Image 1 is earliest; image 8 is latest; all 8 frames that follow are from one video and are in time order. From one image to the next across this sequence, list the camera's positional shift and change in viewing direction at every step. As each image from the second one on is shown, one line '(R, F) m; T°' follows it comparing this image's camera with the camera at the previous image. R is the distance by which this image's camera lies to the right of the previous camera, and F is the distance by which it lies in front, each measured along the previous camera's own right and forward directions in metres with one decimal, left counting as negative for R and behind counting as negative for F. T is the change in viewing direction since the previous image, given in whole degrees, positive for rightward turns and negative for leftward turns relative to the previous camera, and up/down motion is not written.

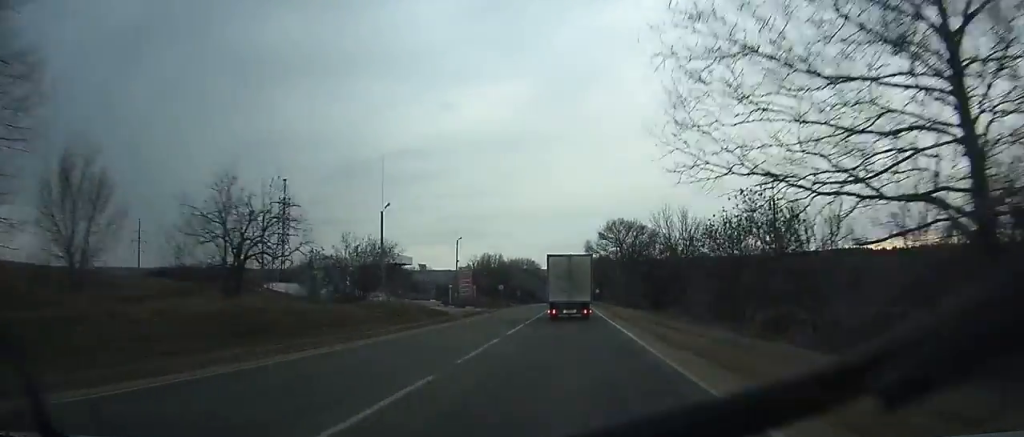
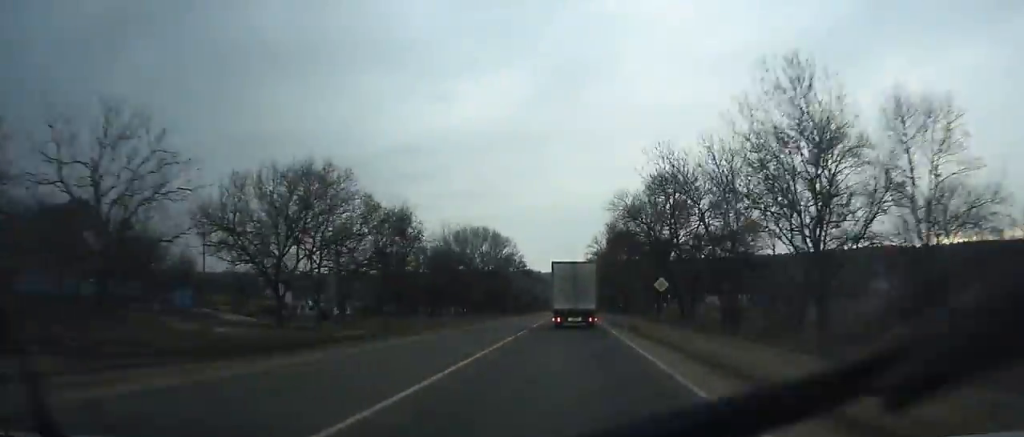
(0.0, +94.4) m; 0°
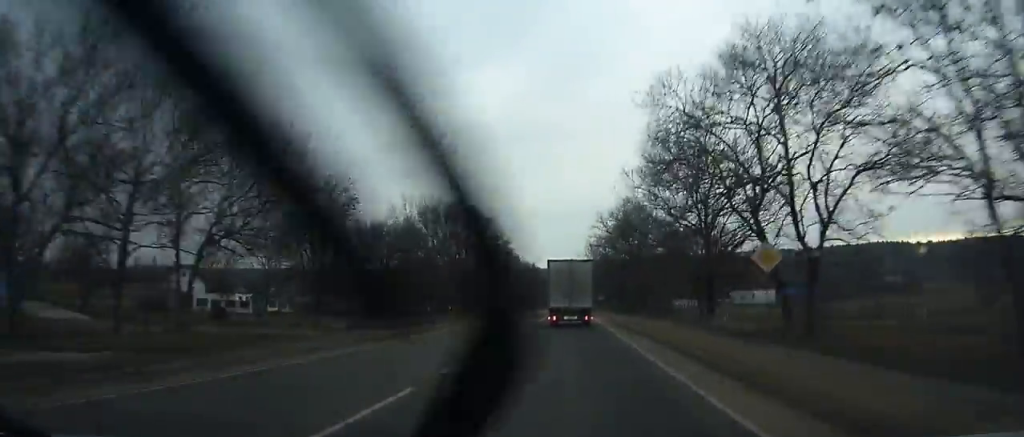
(0.0, +19.8) m; 0°
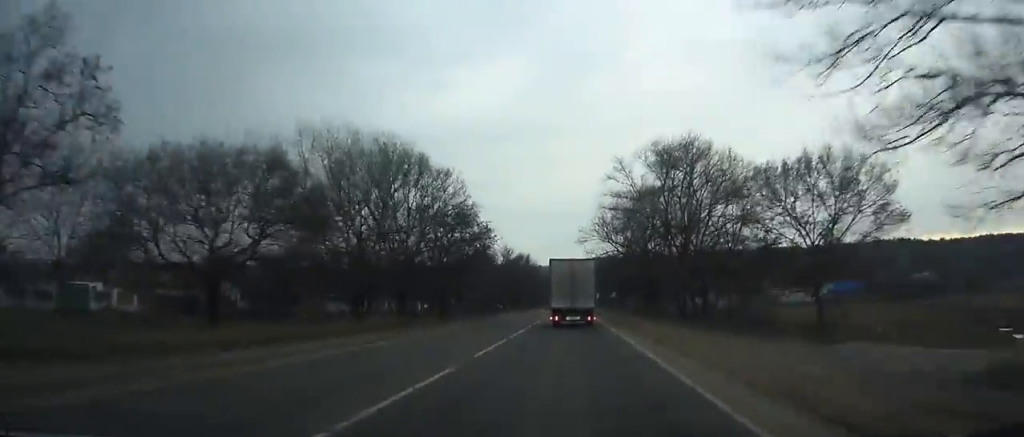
(-0.1, +27.1) m; 0°
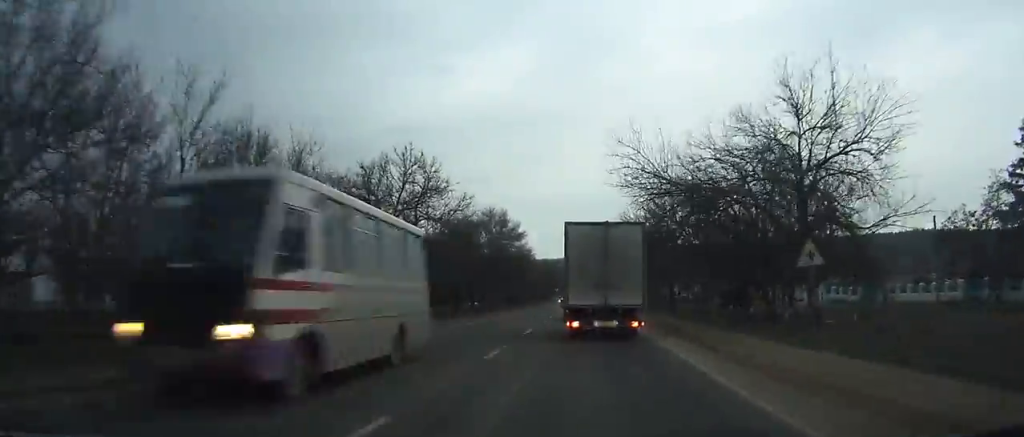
(-0.2, +57.9) m; -1°
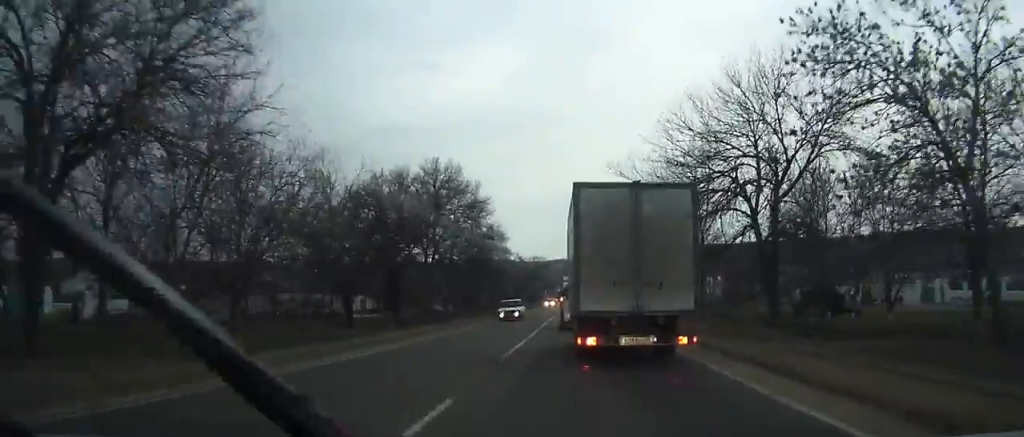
(-0.2, +30.2) m; 0°
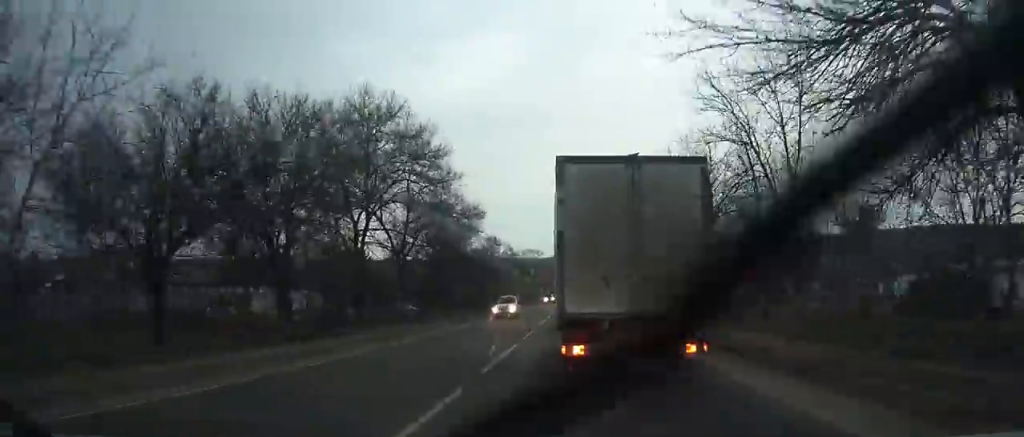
(0.0, +18.5) m; 0°
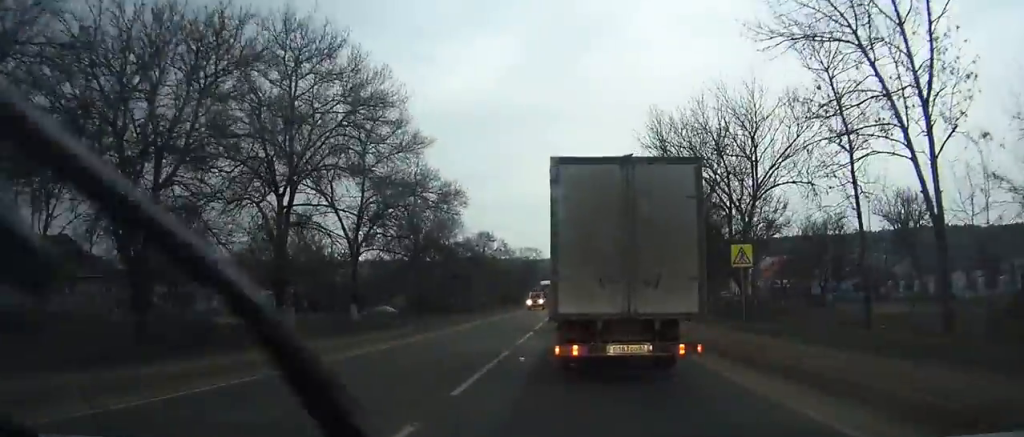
(0.0, +10.7) m; 0°
